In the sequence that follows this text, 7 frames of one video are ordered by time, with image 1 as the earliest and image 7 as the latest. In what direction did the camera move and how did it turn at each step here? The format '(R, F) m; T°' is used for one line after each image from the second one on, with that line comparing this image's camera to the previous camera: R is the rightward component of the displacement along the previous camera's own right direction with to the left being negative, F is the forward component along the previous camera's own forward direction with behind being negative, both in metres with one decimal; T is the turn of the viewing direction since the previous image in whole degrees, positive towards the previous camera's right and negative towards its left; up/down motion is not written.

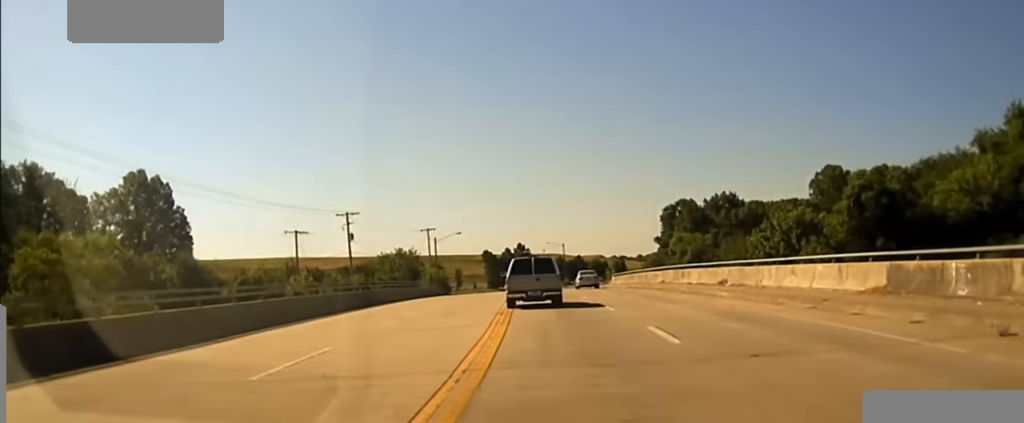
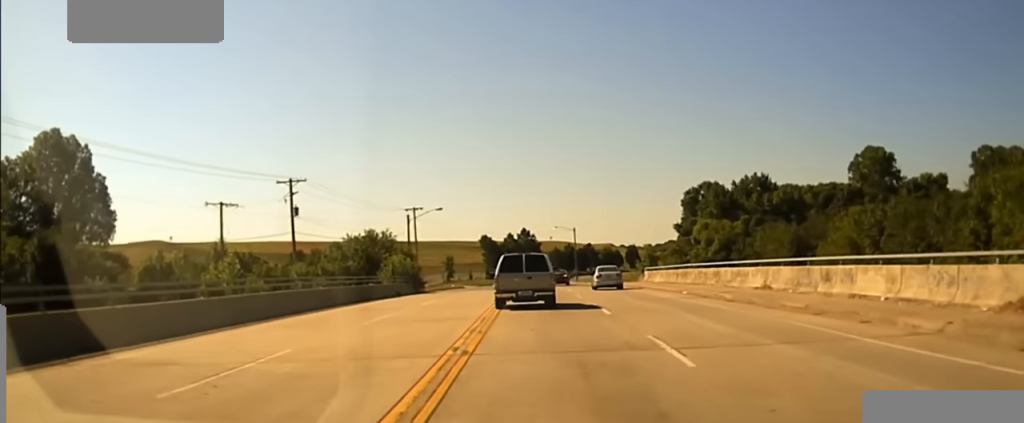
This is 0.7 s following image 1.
(-1.0, +33.6) m; -3°
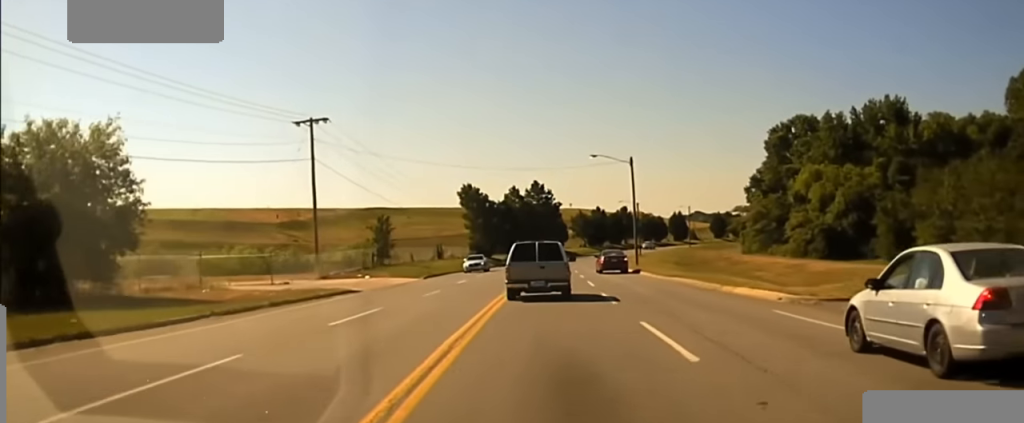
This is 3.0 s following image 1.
(-2.6, +82.9) m; -3°
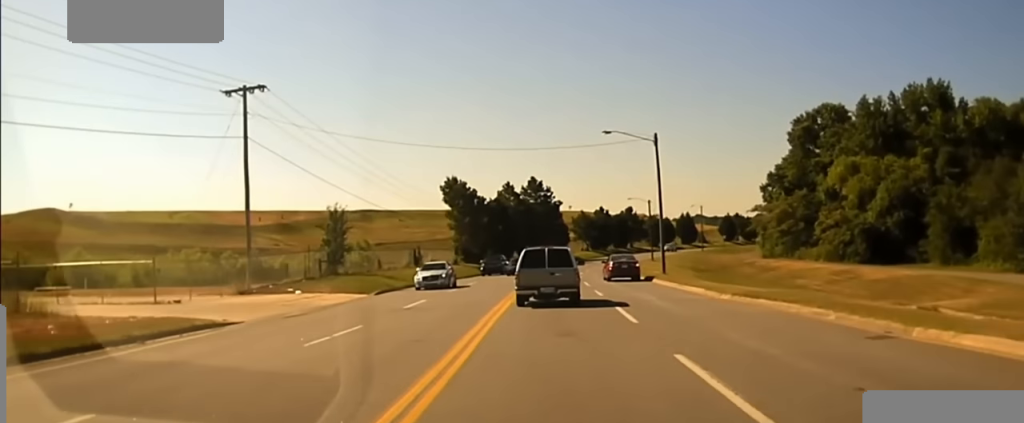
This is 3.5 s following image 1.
(-0.1, +15.0) m; 0°
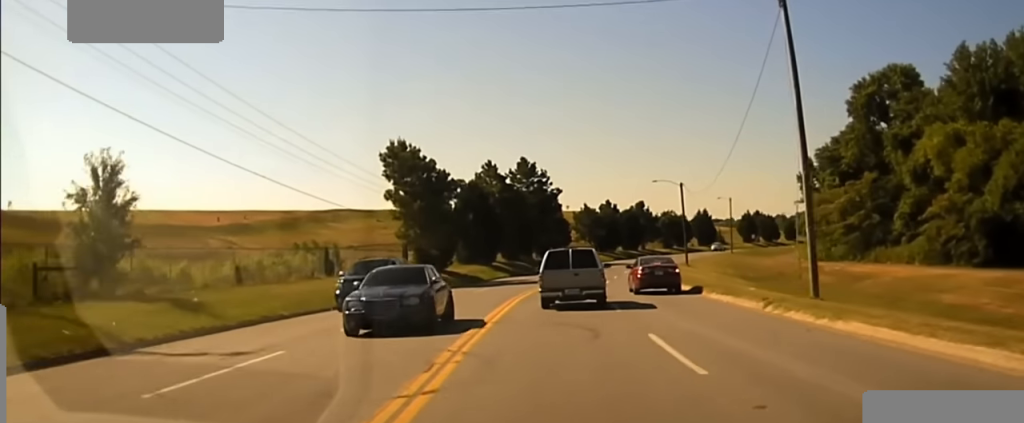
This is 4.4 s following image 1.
(+0.1, +24.9) m; +1°
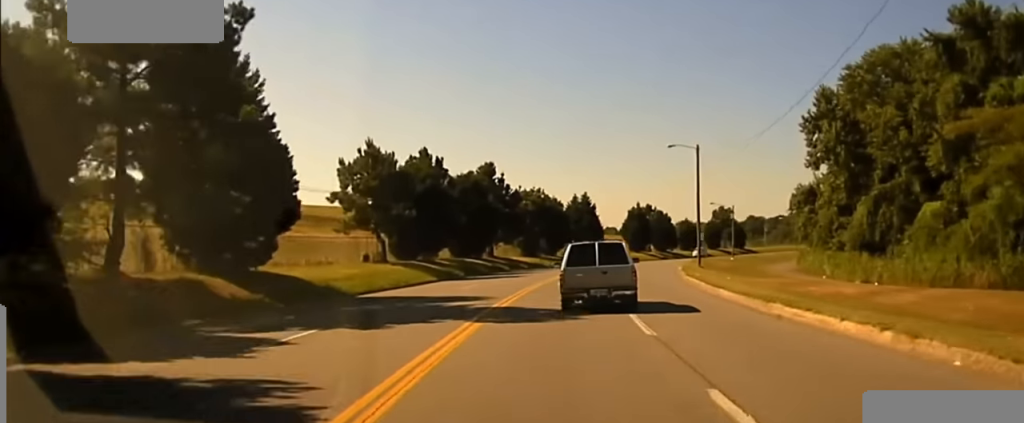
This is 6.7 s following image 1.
(+3.1, +72.7) m; +8°
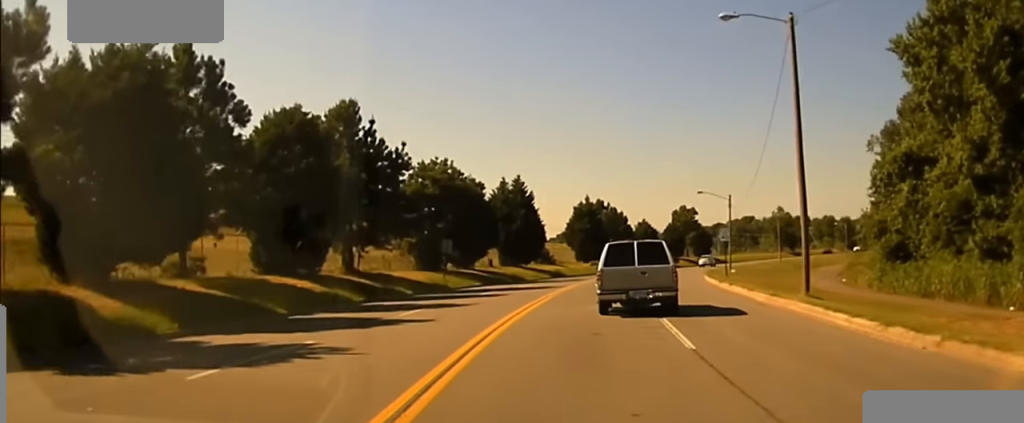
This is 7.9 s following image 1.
(+2.7, +49.8) m; +6°
